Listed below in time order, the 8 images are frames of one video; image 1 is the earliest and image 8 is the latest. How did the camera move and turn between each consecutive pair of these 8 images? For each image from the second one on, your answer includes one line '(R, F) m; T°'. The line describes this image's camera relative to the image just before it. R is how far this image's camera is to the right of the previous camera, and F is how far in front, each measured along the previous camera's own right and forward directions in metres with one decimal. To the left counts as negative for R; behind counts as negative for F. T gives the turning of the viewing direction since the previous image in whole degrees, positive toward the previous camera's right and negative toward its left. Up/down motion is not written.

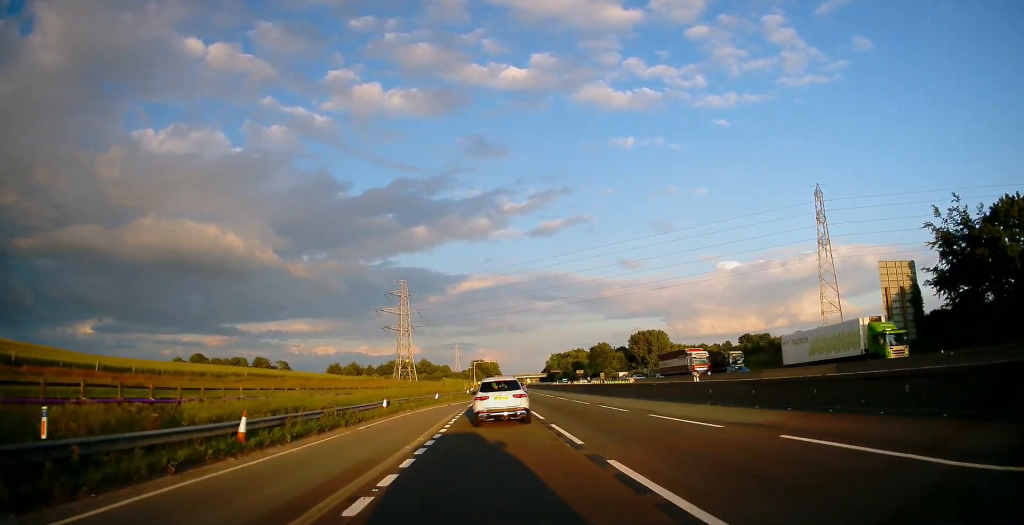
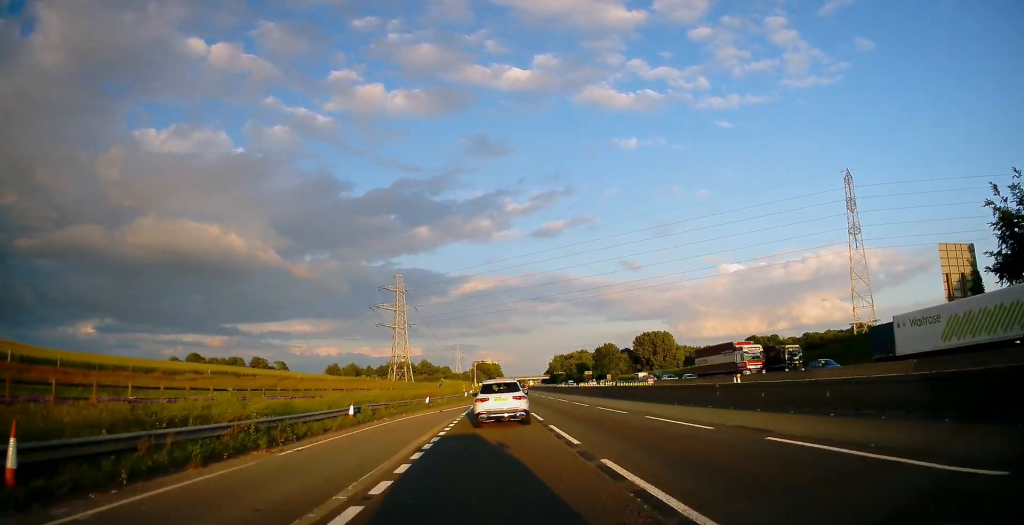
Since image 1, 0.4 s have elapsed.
(-0.1, +8.7) m; 0°
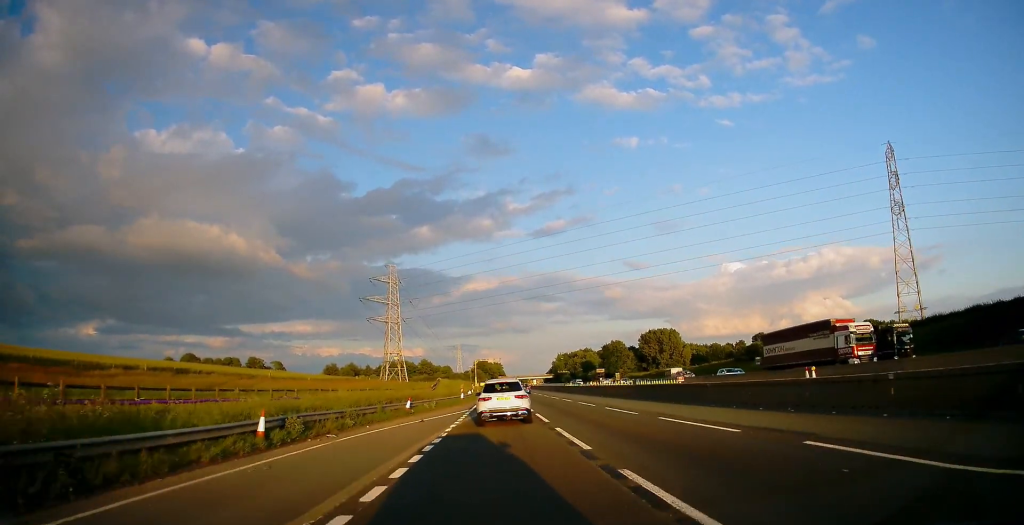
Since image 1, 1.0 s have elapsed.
(-0.3, +10.8) m; 0°
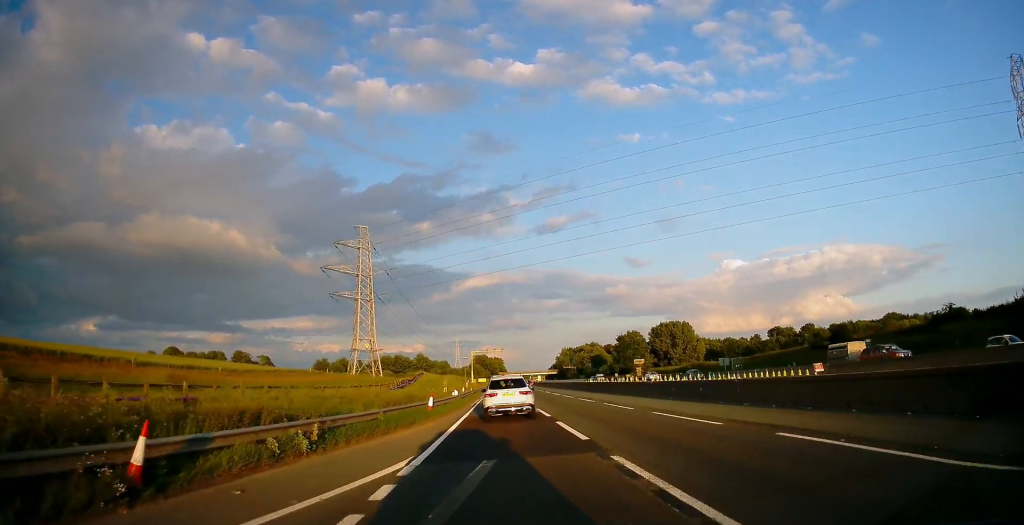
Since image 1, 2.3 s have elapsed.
(+0.5, +26.2) m; 0°
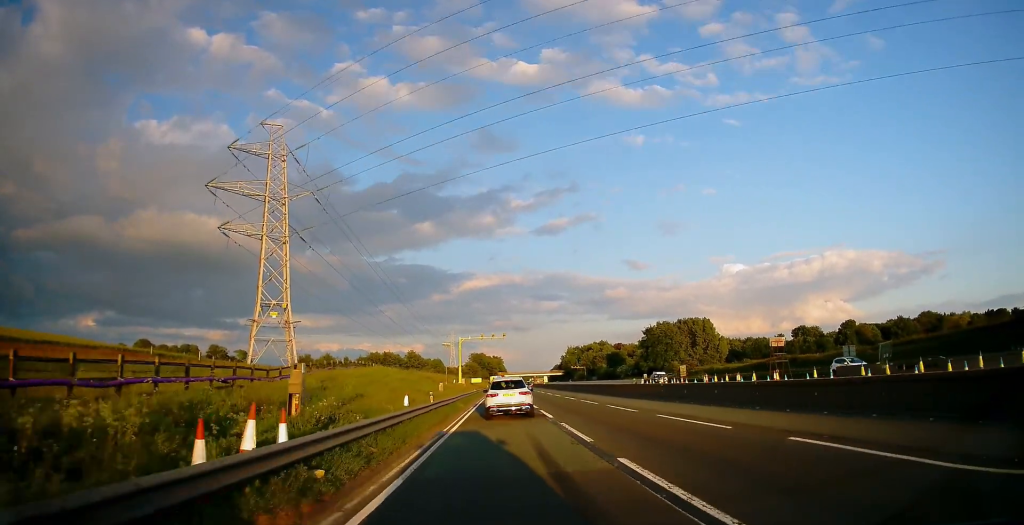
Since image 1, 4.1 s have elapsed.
(-0.2, +36.8) m; 0°
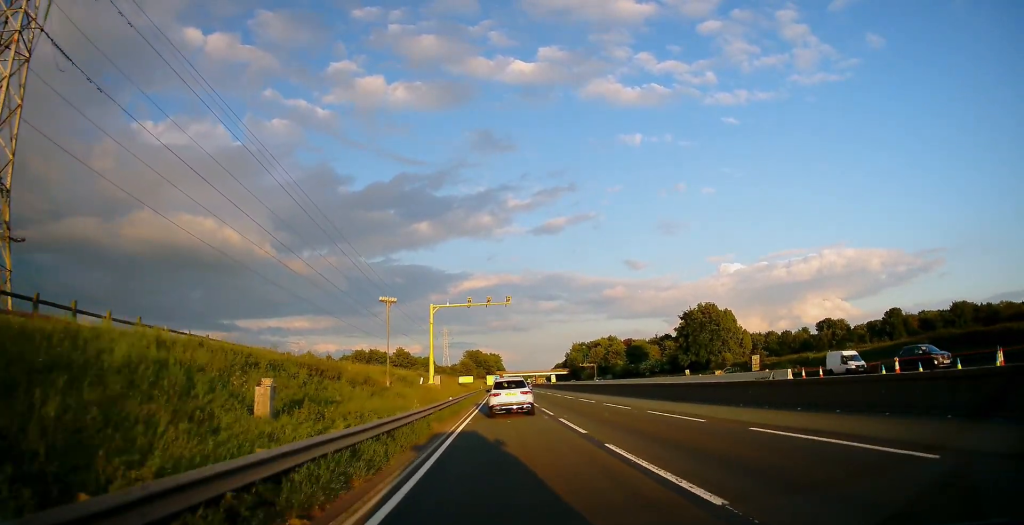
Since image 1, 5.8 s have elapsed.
(-0.1, +35.0) m; +1°
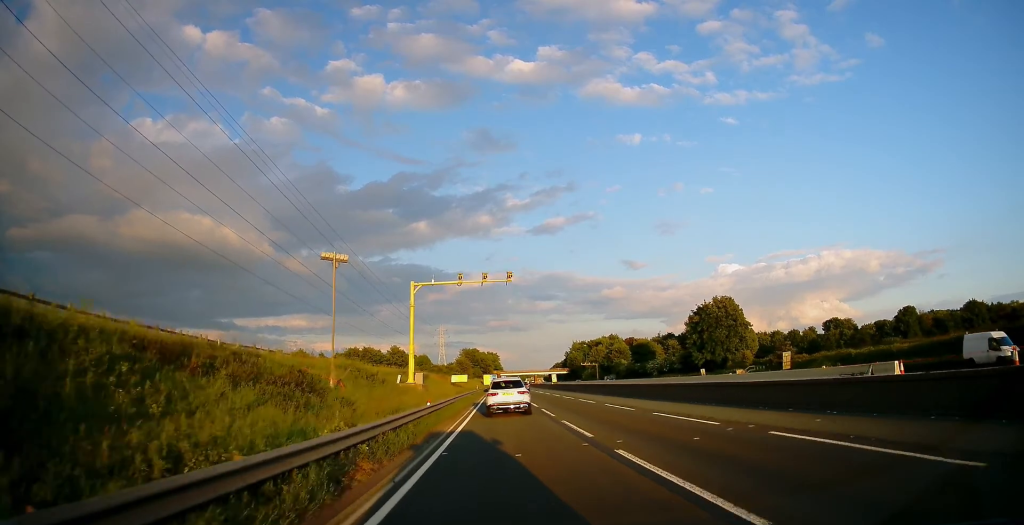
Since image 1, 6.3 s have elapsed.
(+0.1, +9.9) m; 0°
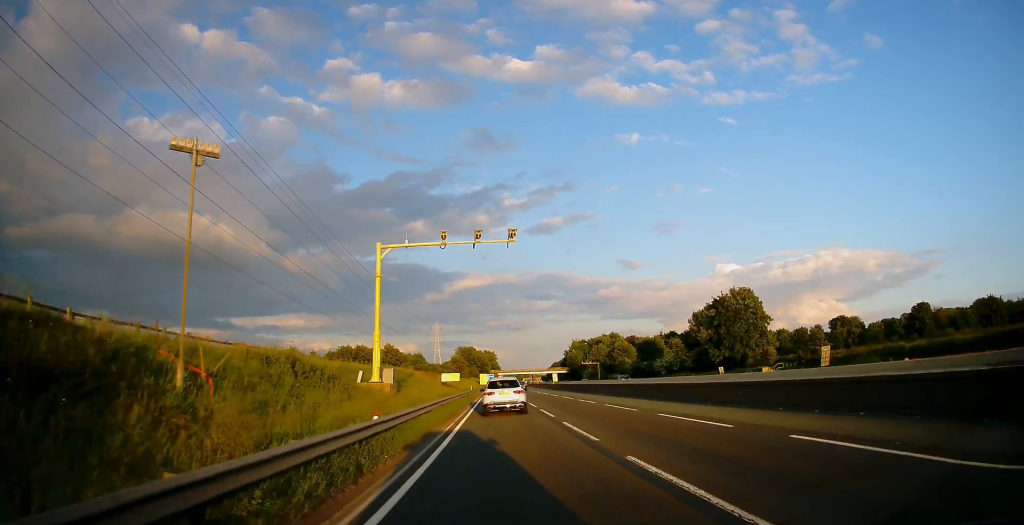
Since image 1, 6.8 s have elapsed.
(0.0, +10.2) m; 0°
